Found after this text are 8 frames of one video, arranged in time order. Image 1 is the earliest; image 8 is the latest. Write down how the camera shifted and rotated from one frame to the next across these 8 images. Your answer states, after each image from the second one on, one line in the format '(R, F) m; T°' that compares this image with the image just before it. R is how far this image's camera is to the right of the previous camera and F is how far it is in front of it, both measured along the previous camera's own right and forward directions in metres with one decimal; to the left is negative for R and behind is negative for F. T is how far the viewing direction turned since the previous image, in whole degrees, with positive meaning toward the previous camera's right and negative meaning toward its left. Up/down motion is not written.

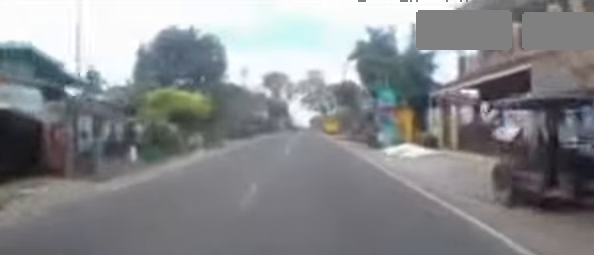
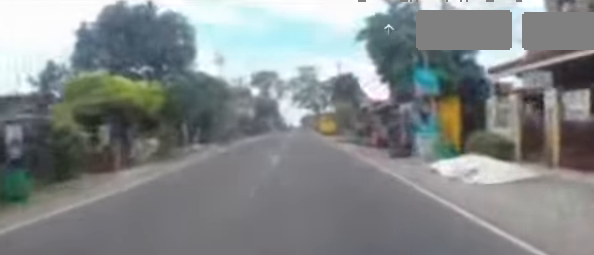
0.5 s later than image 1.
(0.0, +5.4) m; 0°
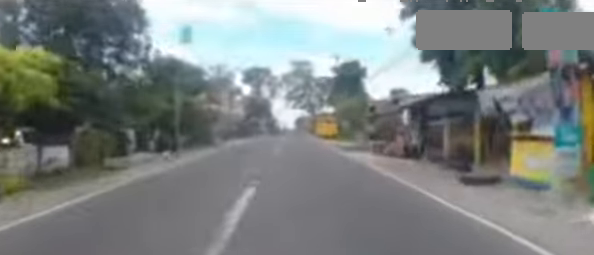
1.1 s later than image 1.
(0.0, +5.5) m; 0°
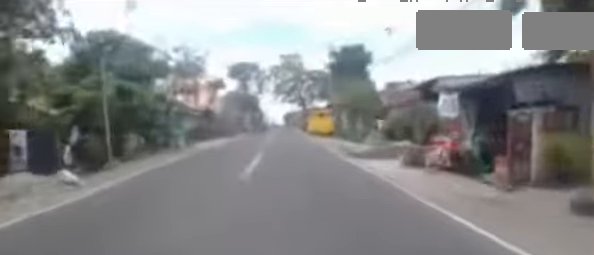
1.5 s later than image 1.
(0.0, +4.2) m; 0°
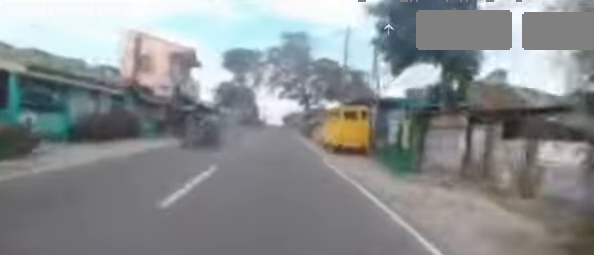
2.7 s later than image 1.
(0.0, +12.0) m; 0°
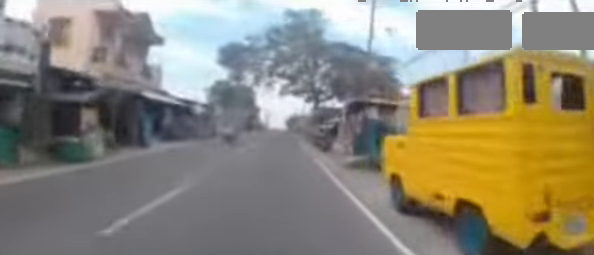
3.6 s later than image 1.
(0.0, +10.2) m; 0°
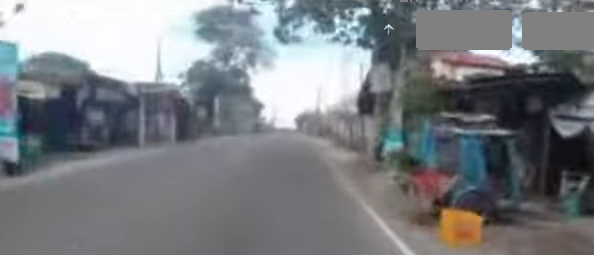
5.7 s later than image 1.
(0.0, +22.4) m; 0°
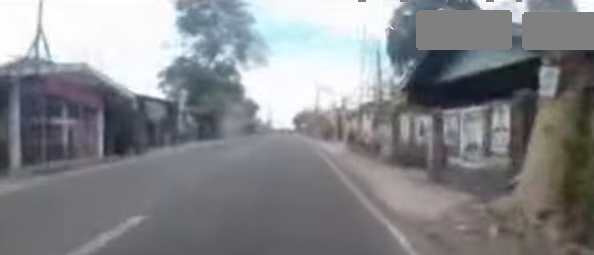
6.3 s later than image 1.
(0.0, +7.4) m; 0°
